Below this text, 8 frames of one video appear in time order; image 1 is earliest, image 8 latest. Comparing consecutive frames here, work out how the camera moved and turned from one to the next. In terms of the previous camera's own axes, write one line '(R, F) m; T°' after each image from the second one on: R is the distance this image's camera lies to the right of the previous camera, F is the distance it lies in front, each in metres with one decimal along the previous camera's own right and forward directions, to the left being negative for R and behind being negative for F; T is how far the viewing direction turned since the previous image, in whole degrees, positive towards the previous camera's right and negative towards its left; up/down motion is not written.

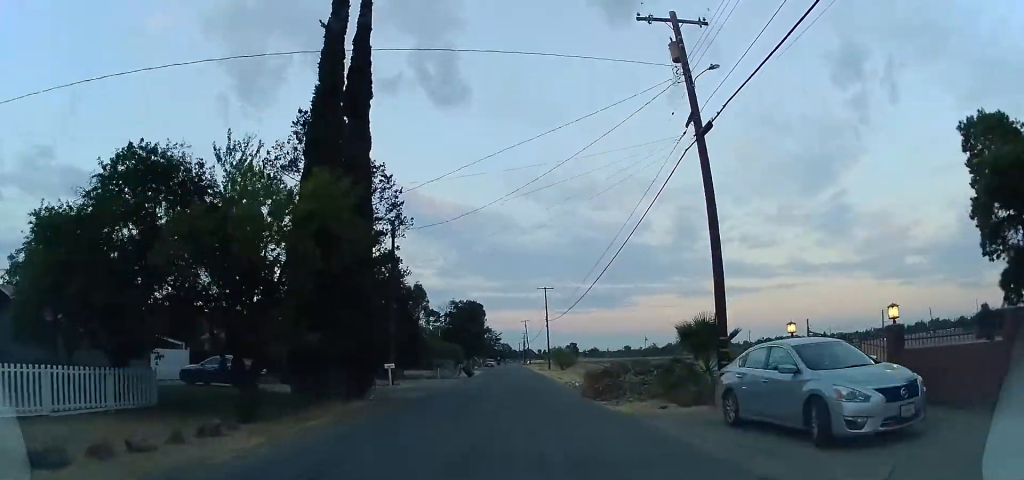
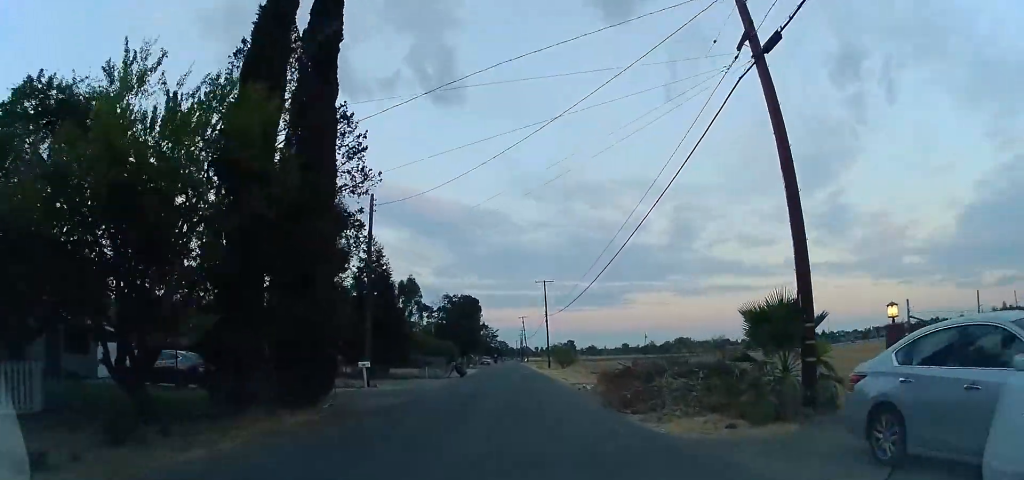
(0.0, +4.4) m; +2°
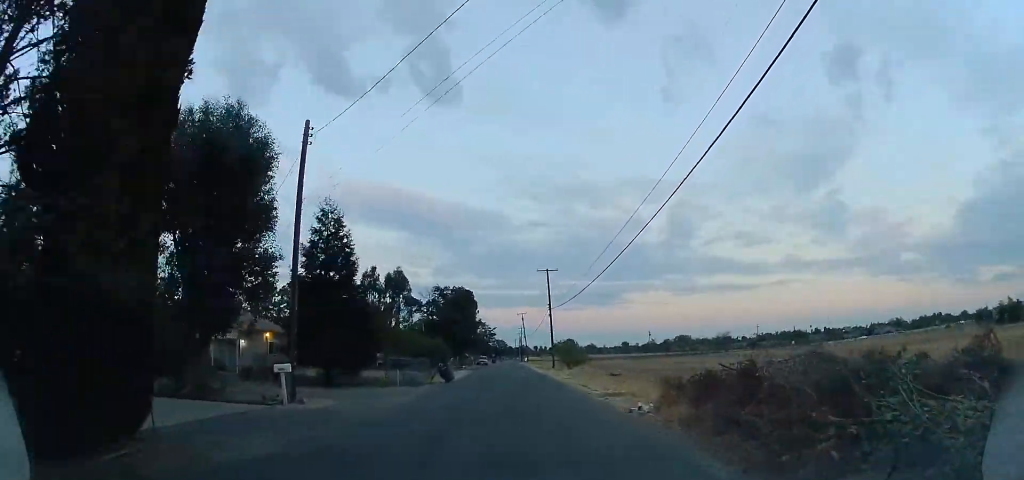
(+0.3, +8.5) m; +2°
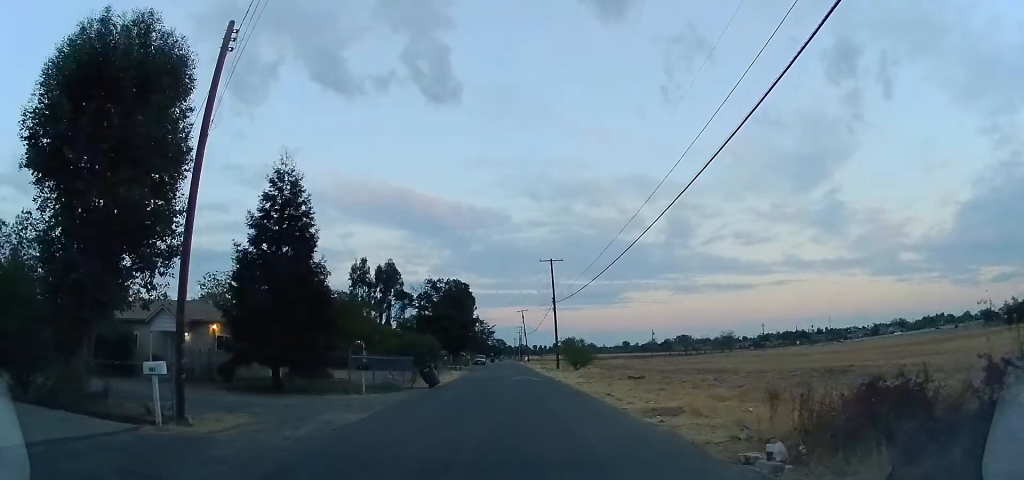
(+0.2, +5.9) m; -1°
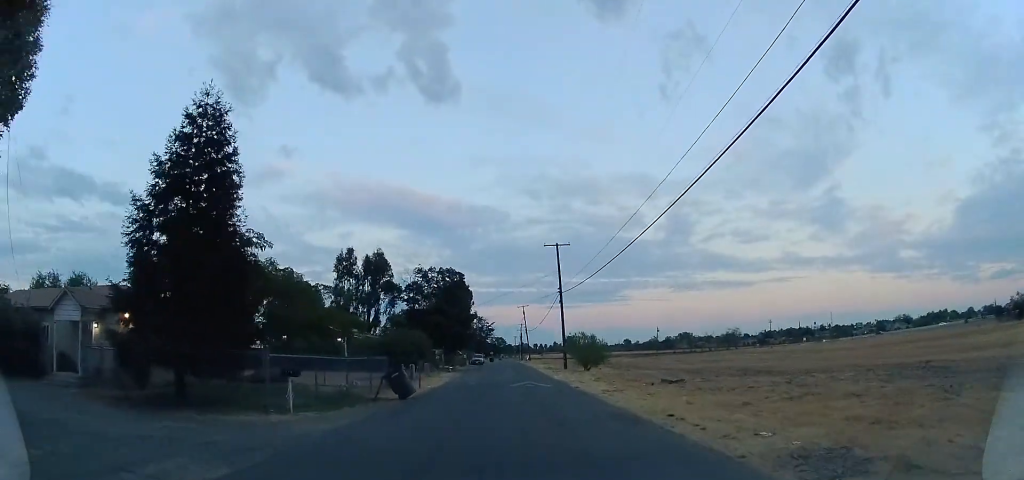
(-0.4, +6.7) m; -3°
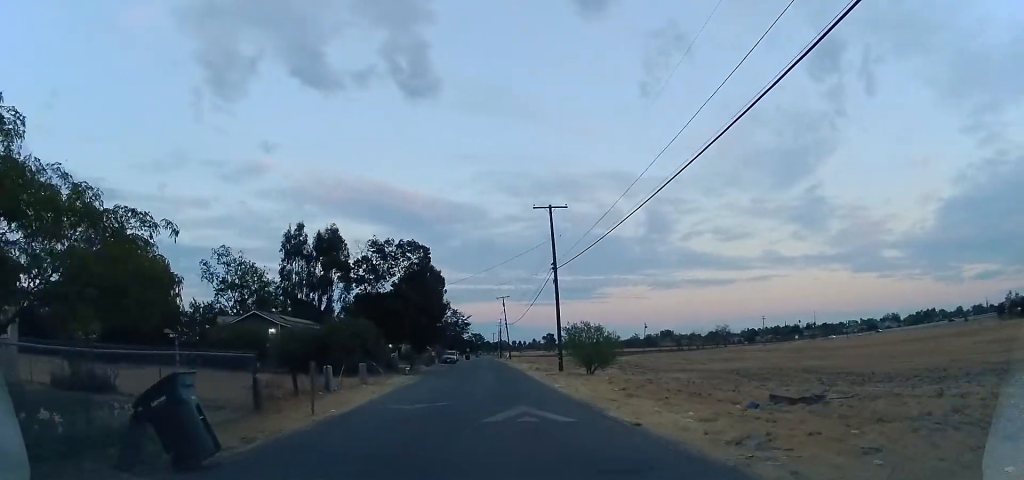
(-0.1, +12.8) m; 0°
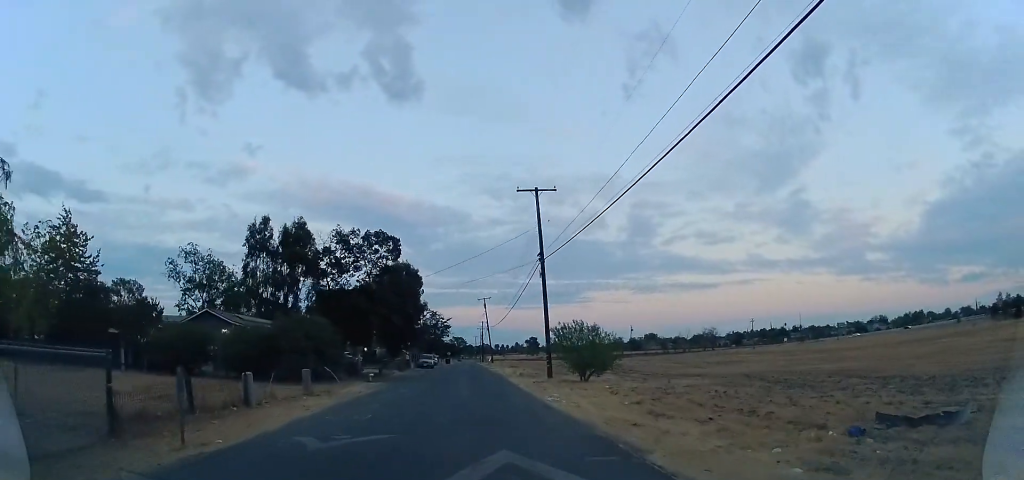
(0.0, +5.8) m; 0°
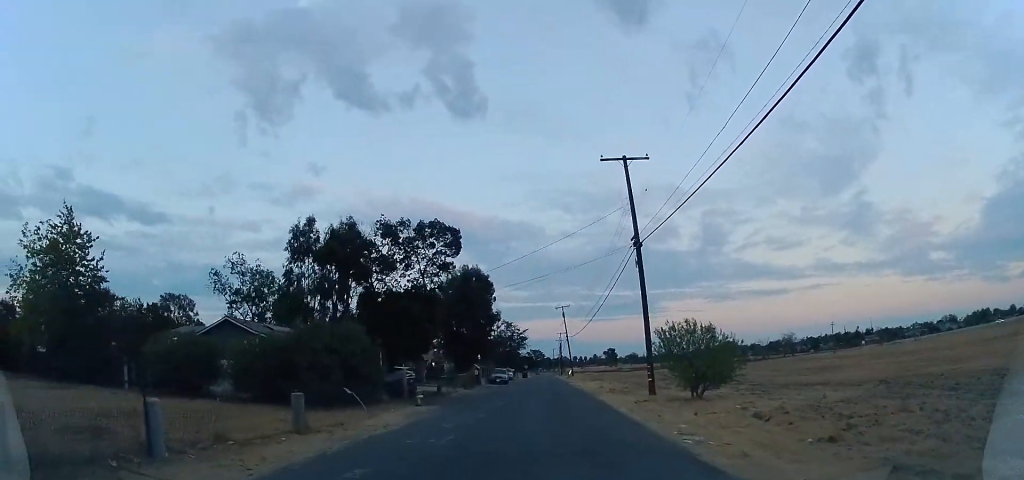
(0.0, +8.3) m; 0°
